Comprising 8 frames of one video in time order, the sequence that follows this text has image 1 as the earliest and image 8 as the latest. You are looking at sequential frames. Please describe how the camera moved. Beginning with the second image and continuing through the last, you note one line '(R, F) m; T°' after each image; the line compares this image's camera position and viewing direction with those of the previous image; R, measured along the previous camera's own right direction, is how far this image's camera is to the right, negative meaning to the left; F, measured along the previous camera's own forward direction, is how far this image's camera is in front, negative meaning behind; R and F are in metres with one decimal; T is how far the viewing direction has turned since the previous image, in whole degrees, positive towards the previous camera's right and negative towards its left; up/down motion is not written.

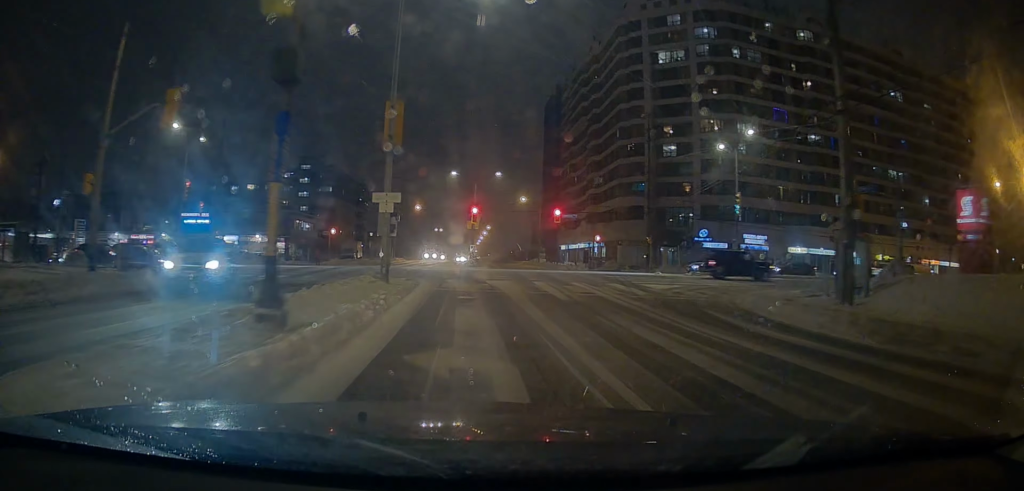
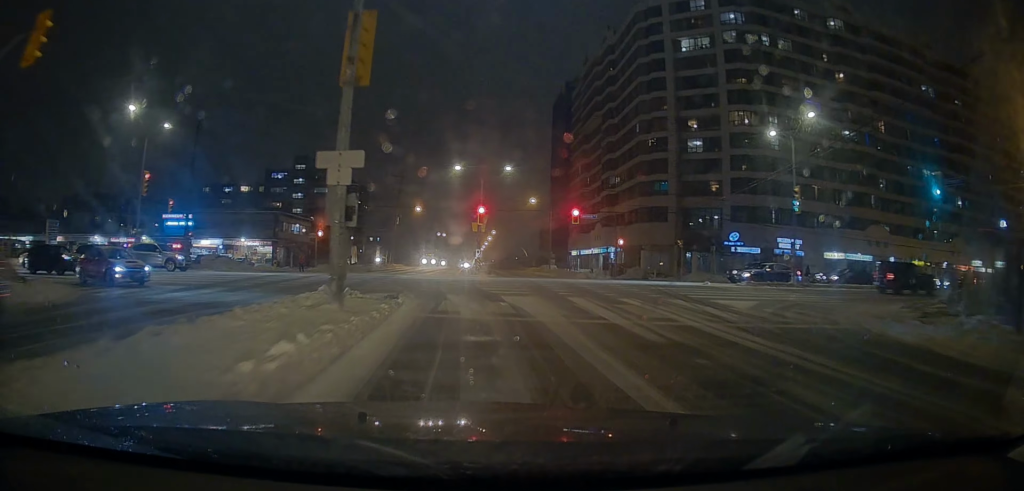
(+0.2, +6.6) m; 0°
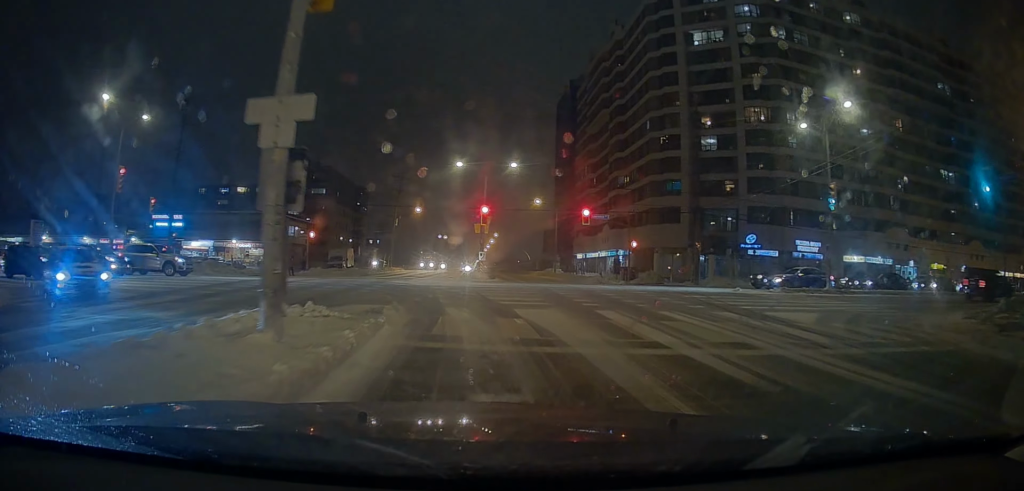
(-0.1, +3.6) m; -2°
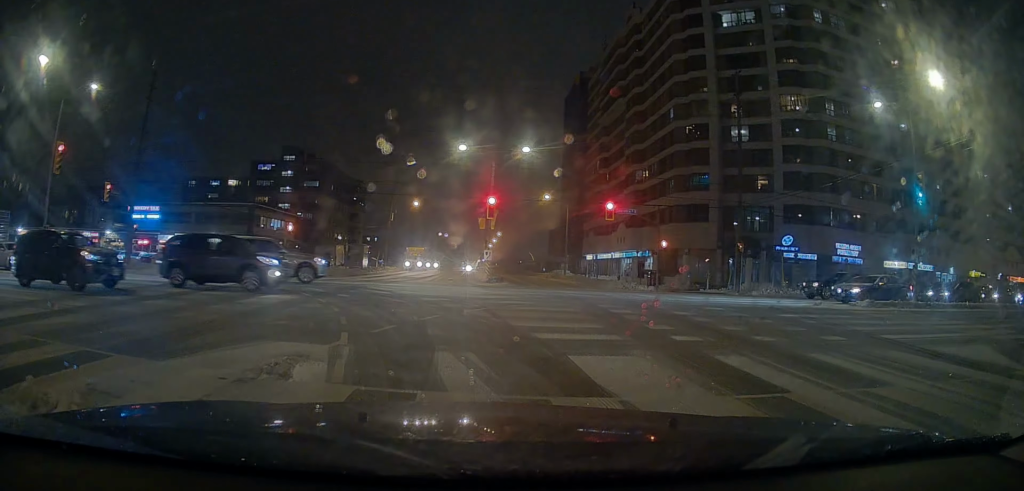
(-0.7, +12.5) m; -5°
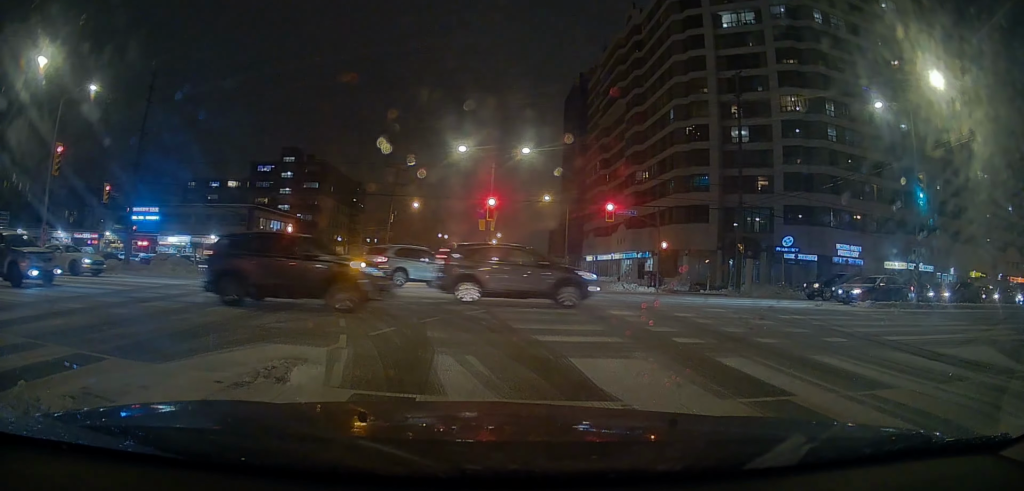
(0.0, +3.0) m; -1°
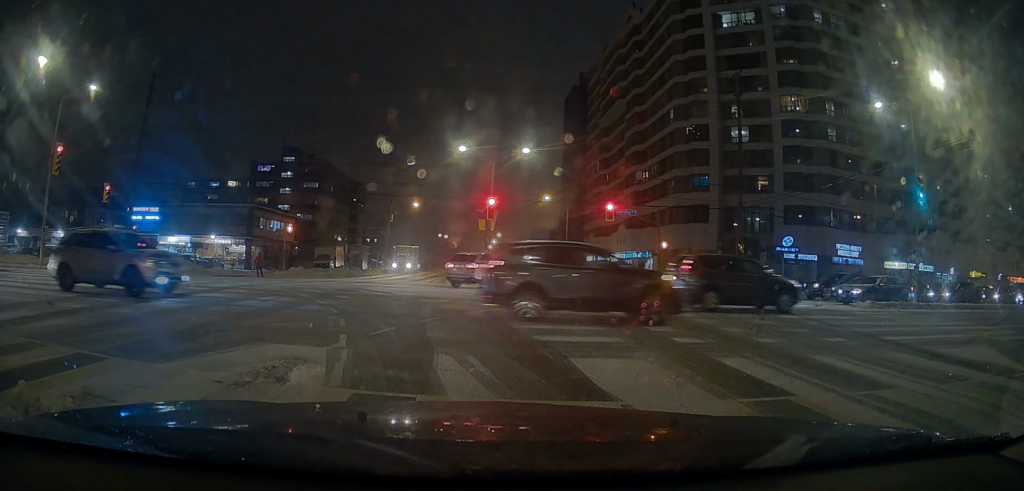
(-0.1, +0.2) m; 0°
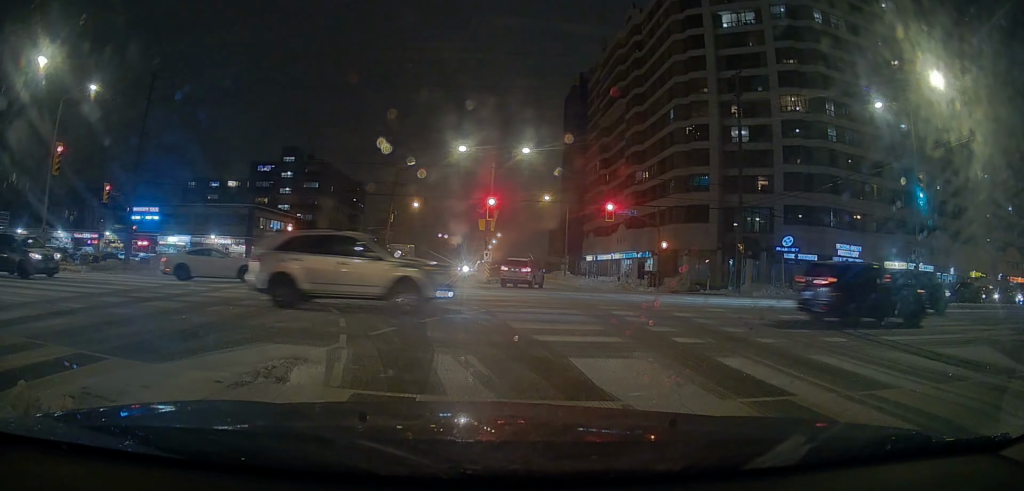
(0.0, 0.0) m; 0°
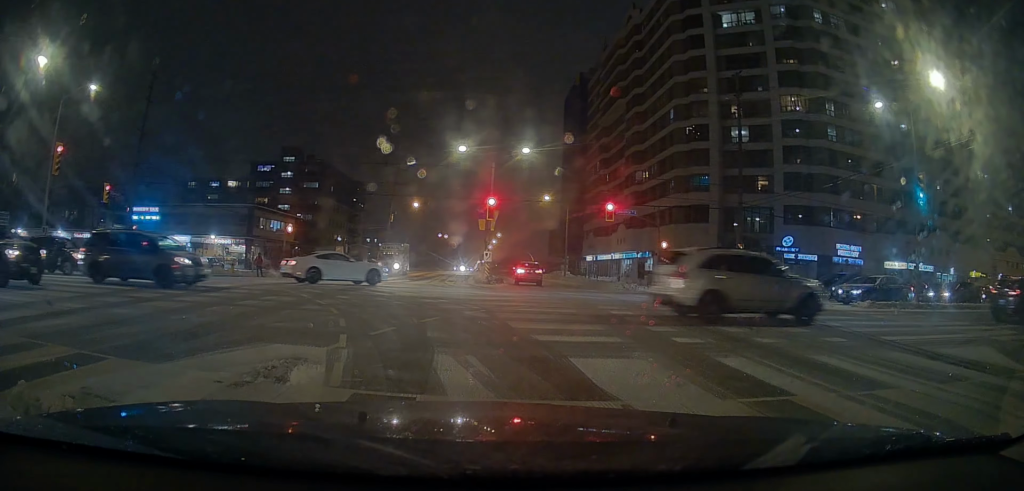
(0.0, 0.0) m; 0°
